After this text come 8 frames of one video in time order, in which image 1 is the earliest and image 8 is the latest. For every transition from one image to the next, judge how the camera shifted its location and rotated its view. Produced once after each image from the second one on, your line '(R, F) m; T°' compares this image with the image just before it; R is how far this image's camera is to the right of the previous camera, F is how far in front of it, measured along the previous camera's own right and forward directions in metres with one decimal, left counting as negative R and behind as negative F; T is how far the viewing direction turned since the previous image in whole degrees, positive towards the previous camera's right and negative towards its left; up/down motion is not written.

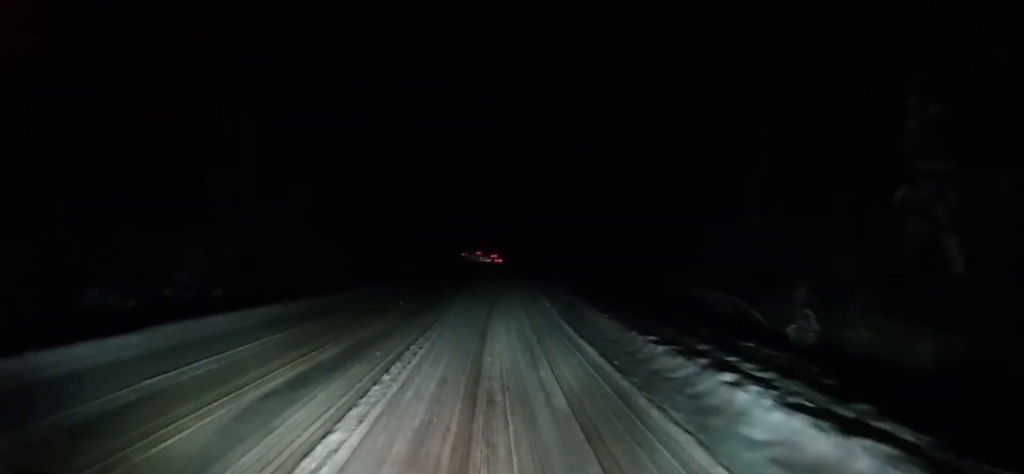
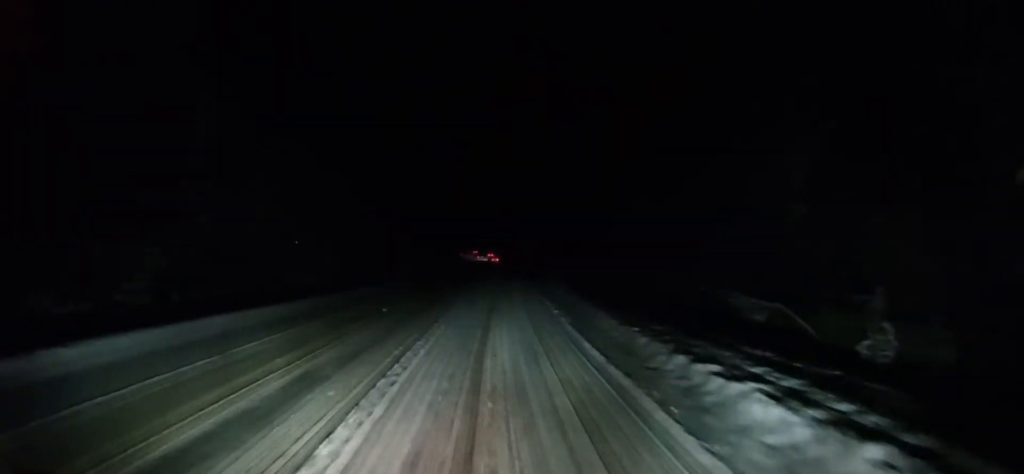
(0.0, +5.1) m; 0°
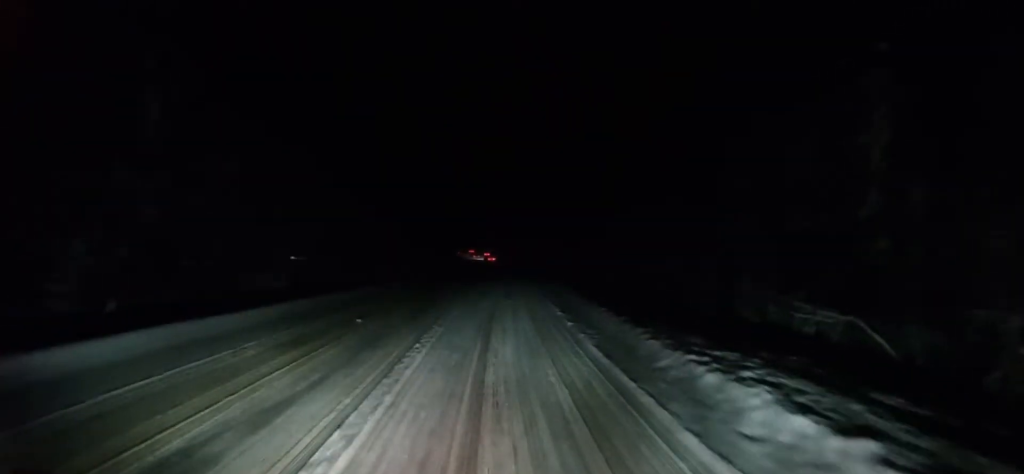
(+0.1, +5.9) m; +1°
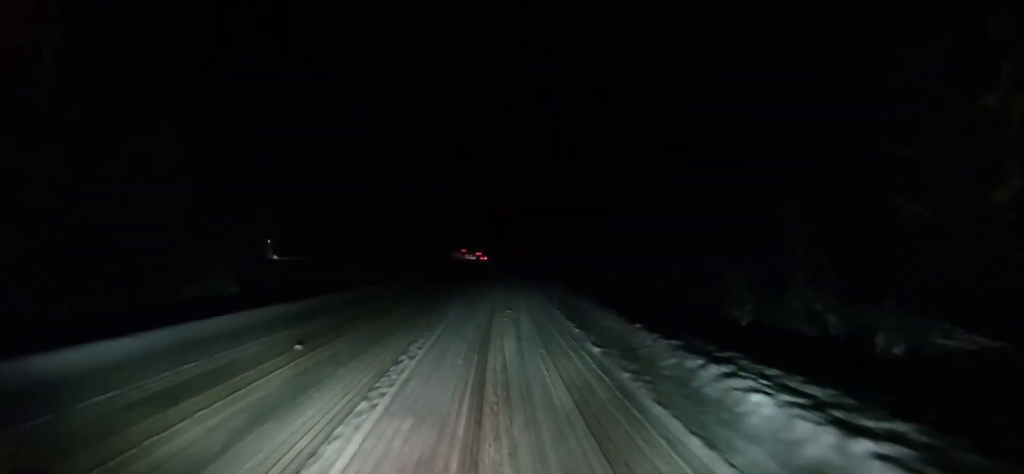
(0.0, +7.5) m; 0°
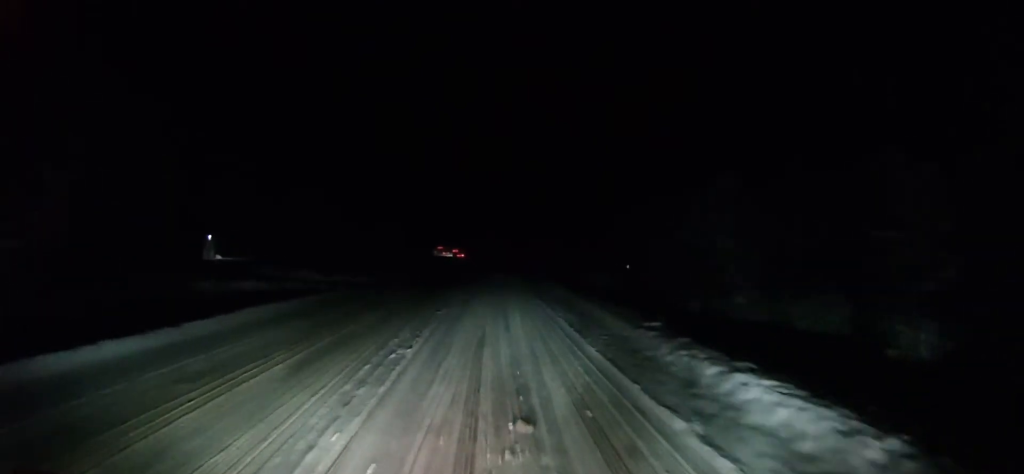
(-0.3, +21.5) m; 0°
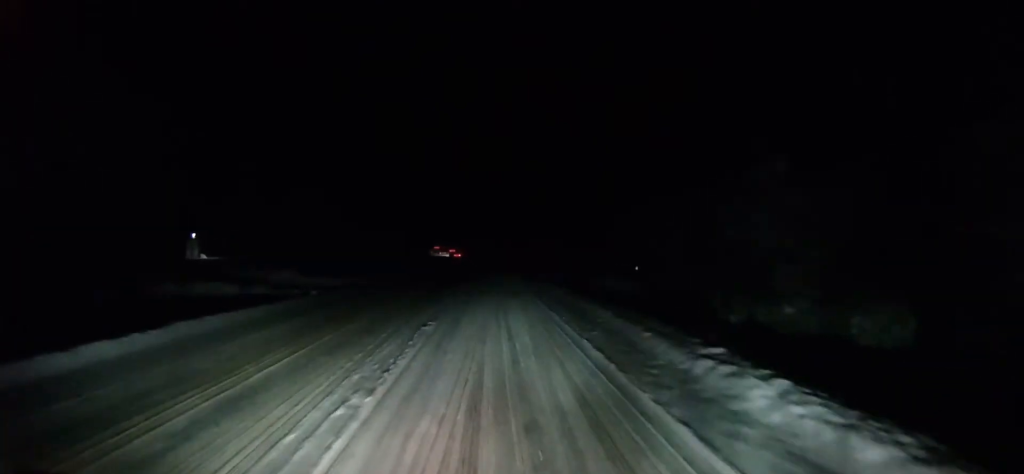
(0.0, +5.8) m; +2°
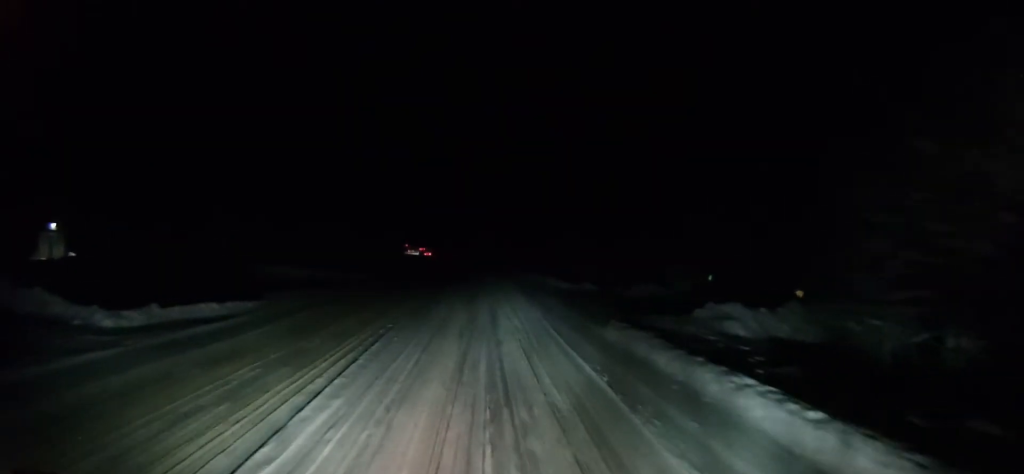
(+0.6, +32.9) m; +2°
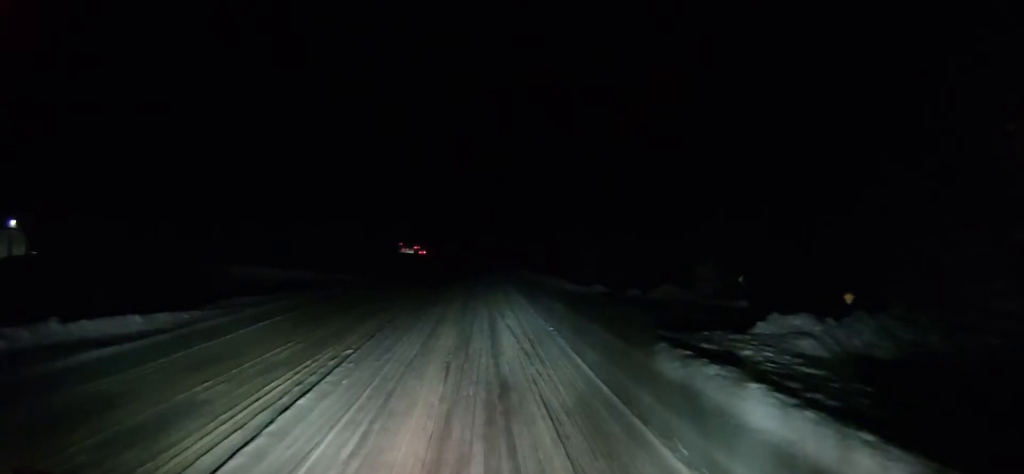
(+0.1, +6.9) m; +1°
